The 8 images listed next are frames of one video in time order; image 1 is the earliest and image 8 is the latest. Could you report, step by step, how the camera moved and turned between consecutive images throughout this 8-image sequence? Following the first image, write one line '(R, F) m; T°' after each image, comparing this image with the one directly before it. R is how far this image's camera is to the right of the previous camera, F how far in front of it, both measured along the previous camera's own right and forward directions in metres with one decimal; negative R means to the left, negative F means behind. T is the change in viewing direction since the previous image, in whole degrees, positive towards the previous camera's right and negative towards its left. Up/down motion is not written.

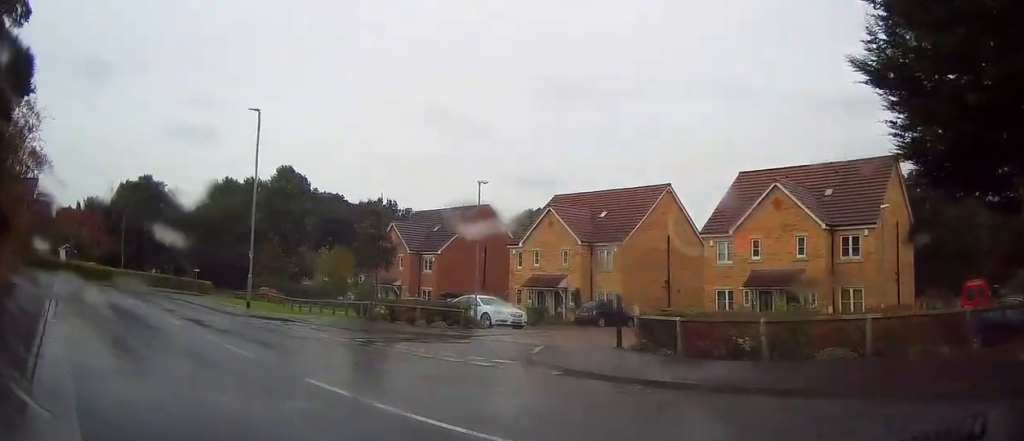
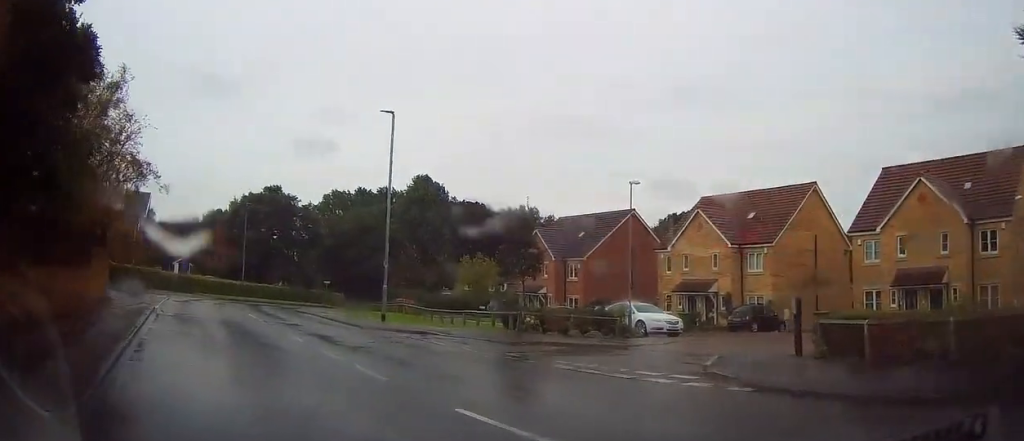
(-0.1, +1.4) m; -9°
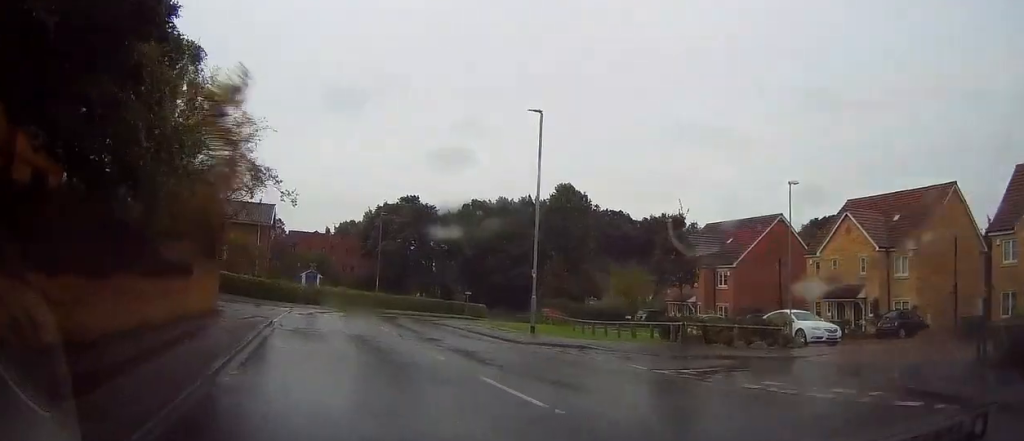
(0.0, +1.6) m; -8°
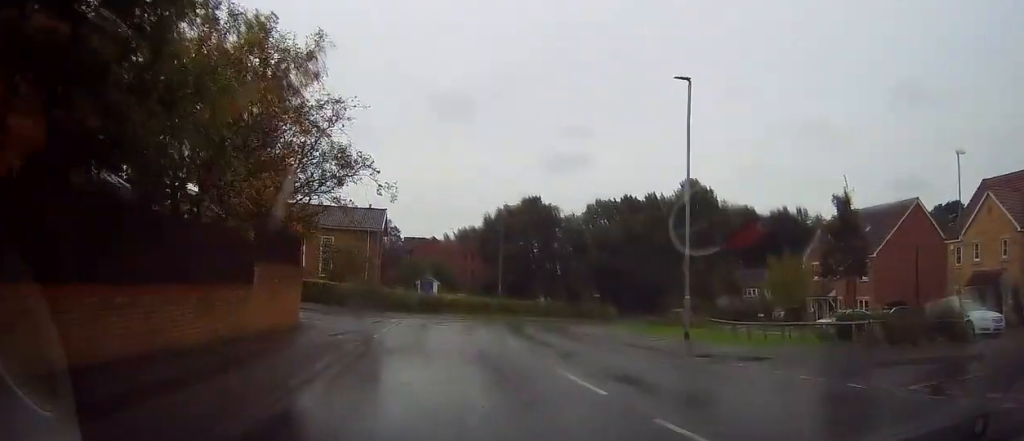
(-0.5, +3.7) m; -10°
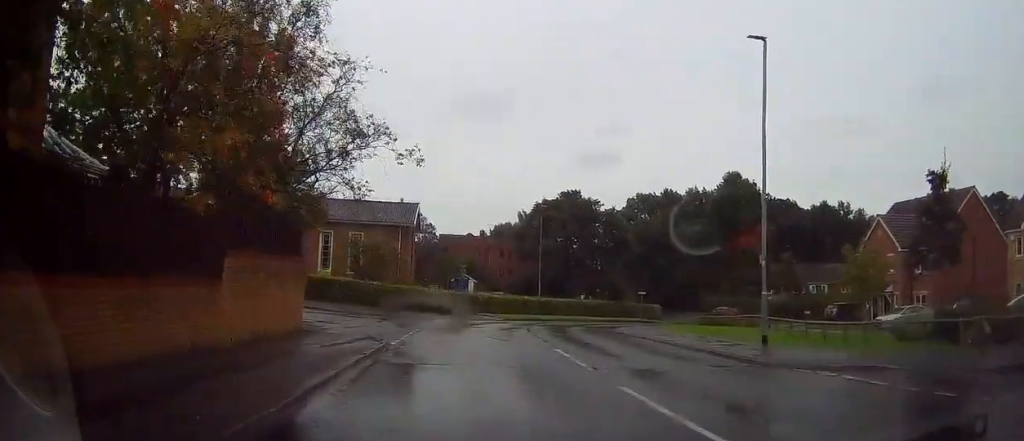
(-0.1, +3.2) m; -3°
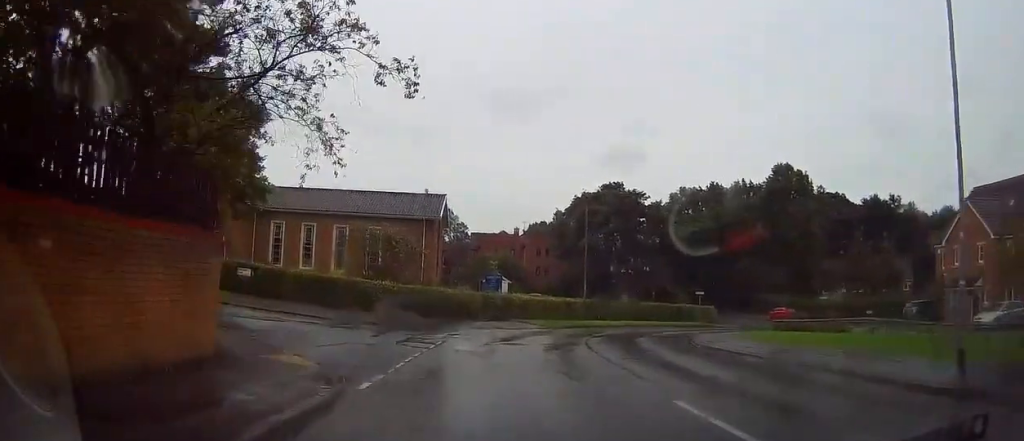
(-0.3, +6.8) m; -1°
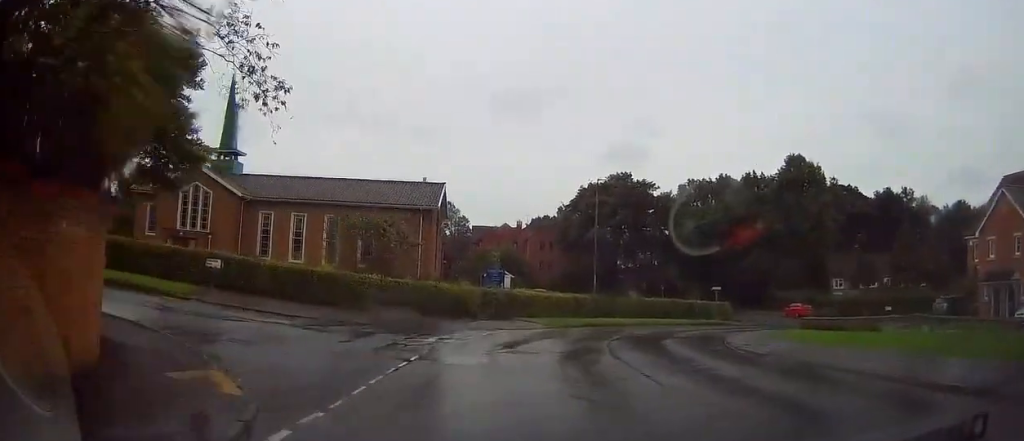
(0.0, +3.5) m; 0°
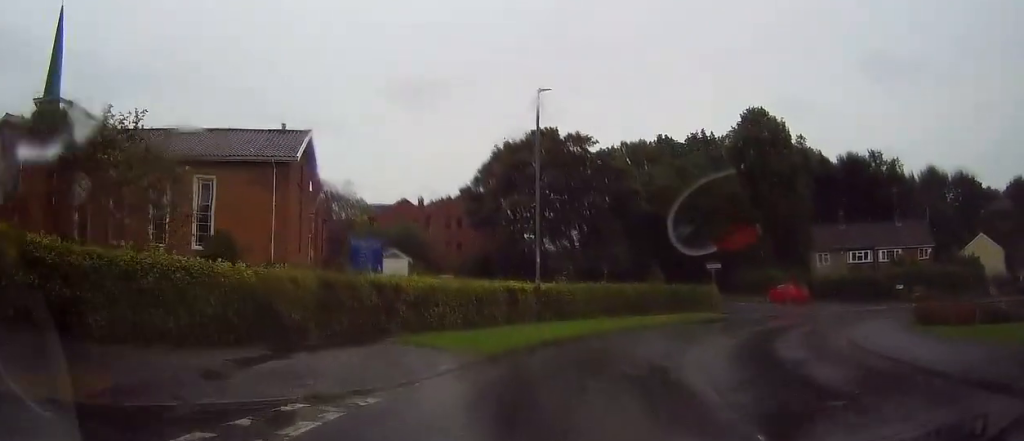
(+0.6, +16.1) m; +7°
